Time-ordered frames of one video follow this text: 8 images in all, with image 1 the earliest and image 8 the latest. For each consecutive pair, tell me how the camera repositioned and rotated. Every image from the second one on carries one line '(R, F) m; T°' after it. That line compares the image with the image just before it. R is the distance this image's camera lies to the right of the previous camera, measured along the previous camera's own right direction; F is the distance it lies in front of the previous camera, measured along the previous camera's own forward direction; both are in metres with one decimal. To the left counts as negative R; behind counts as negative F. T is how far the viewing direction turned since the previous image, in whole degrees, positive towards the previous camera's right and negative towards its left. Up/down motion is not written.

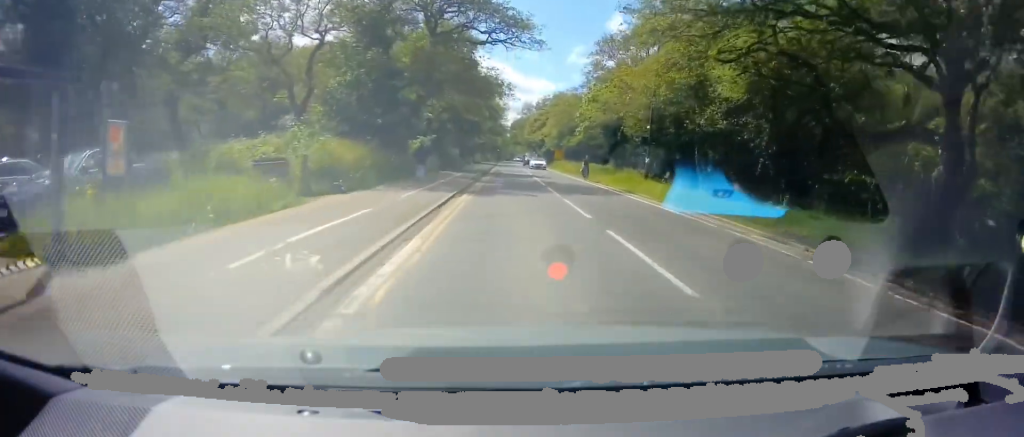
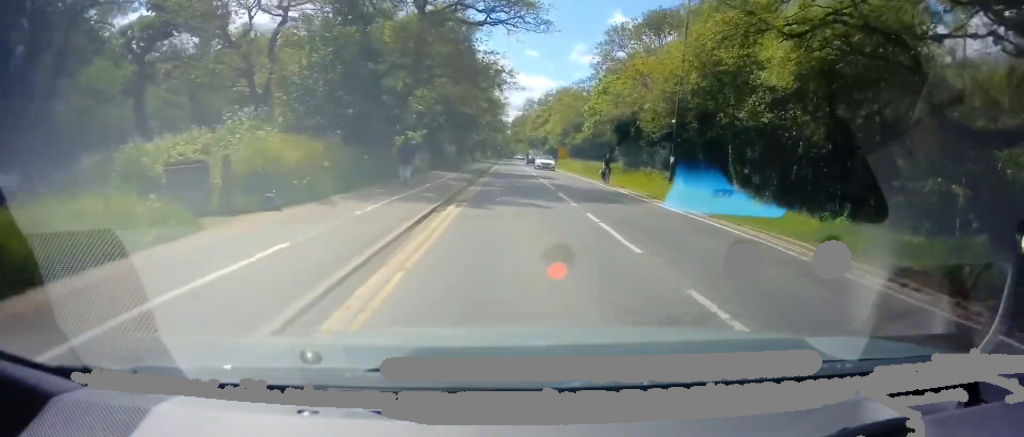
(0.0, +4.7) m; -1°
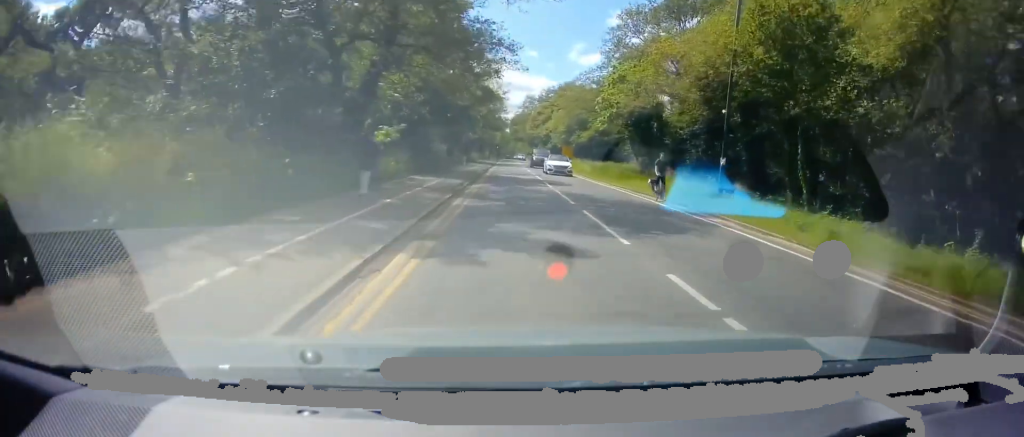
(-0.3, +6.7) m; -2°
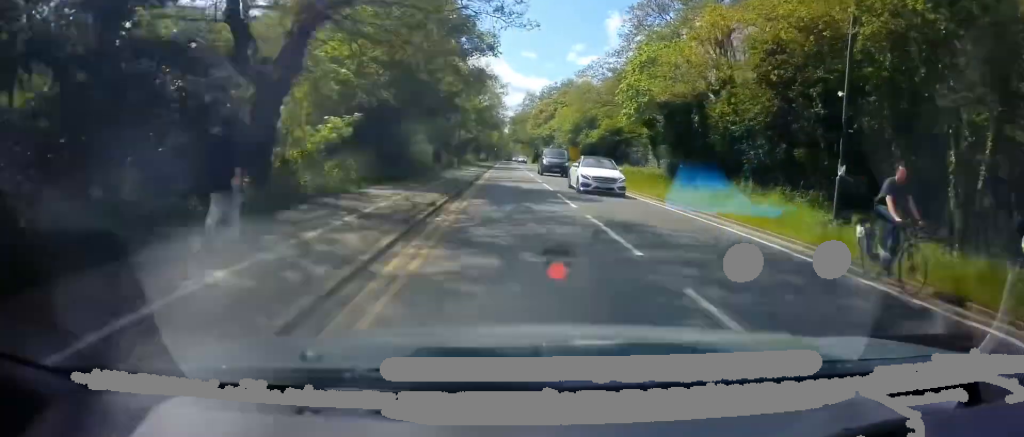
(-0.1, +7.9) m; 0°
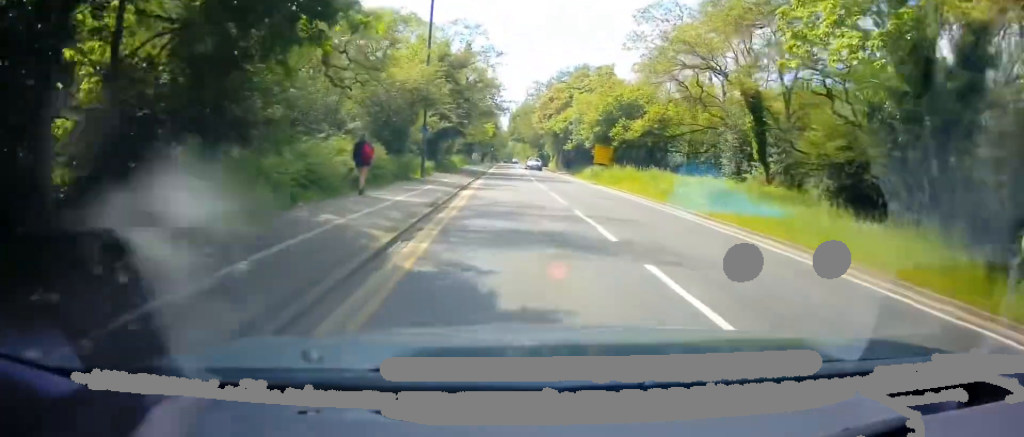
(+0.5, +19.1) m; +2°
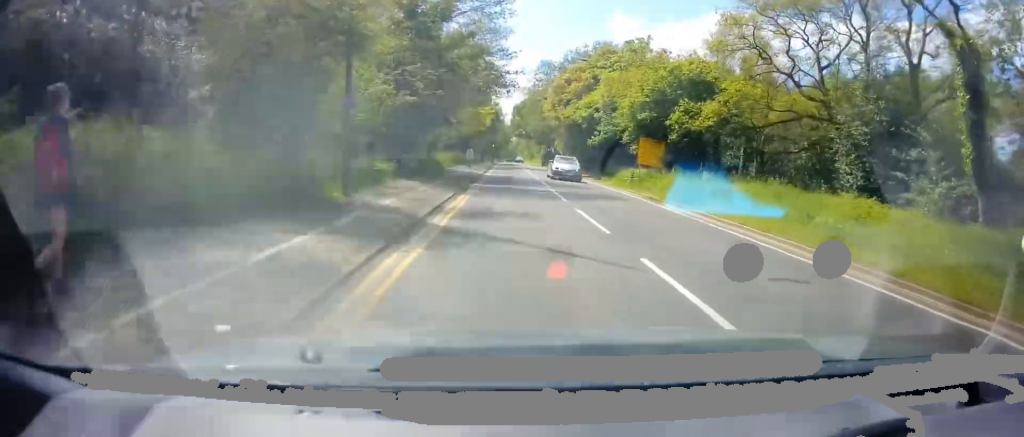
(0.0, +13.7) m; 0°
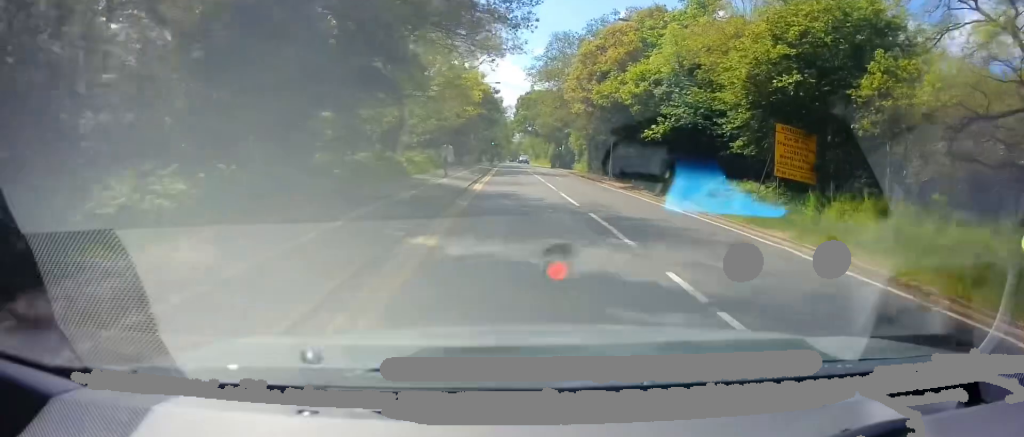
(-0.1, +15.4) m; -1°
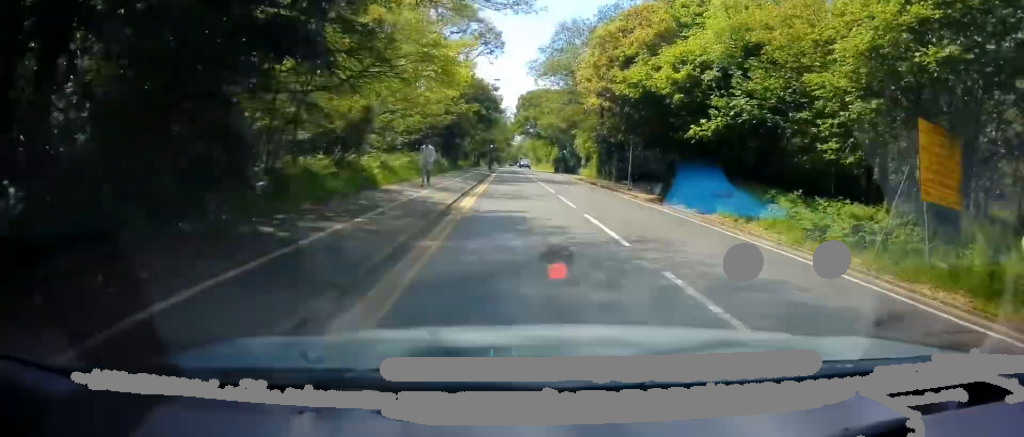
(-0.1, +5.9) m; -1°
